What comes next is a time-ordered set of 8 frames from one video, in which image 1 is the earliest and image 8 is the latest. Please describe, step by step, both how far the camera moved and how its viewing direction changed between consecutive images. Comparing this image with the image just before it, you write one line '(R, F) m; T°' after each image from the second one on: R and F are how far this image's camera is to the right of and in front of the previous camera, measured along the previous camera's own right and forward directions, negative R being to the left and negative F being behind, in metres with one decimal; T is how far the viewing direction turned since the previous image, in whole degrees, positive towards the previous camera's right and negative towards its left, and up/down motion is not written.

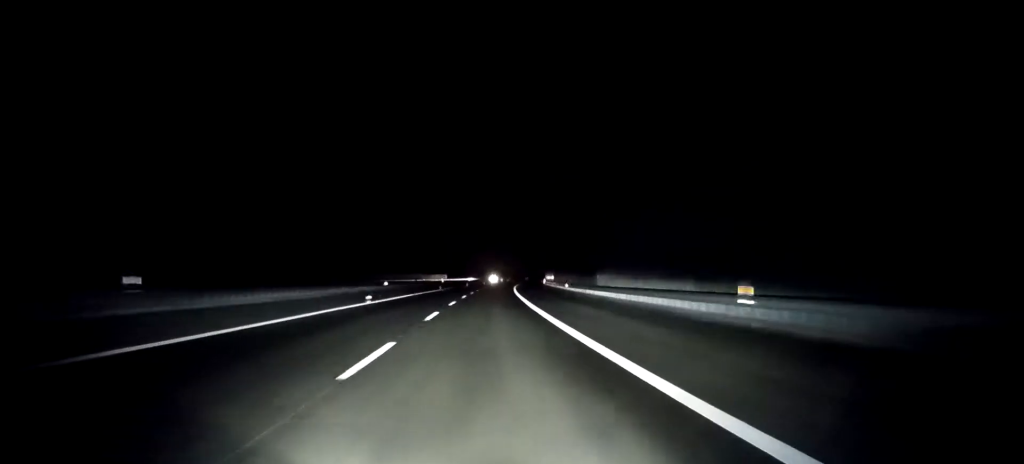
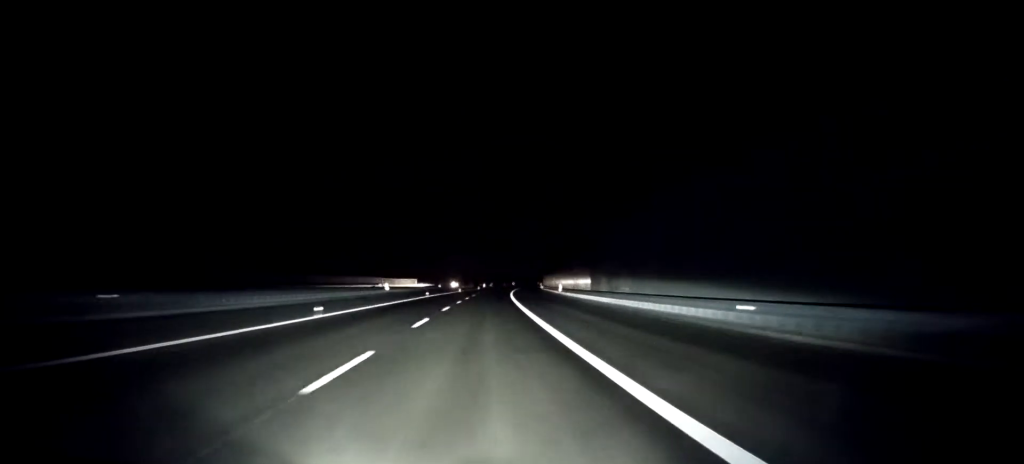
(+0.7, +49.0) m; +2°
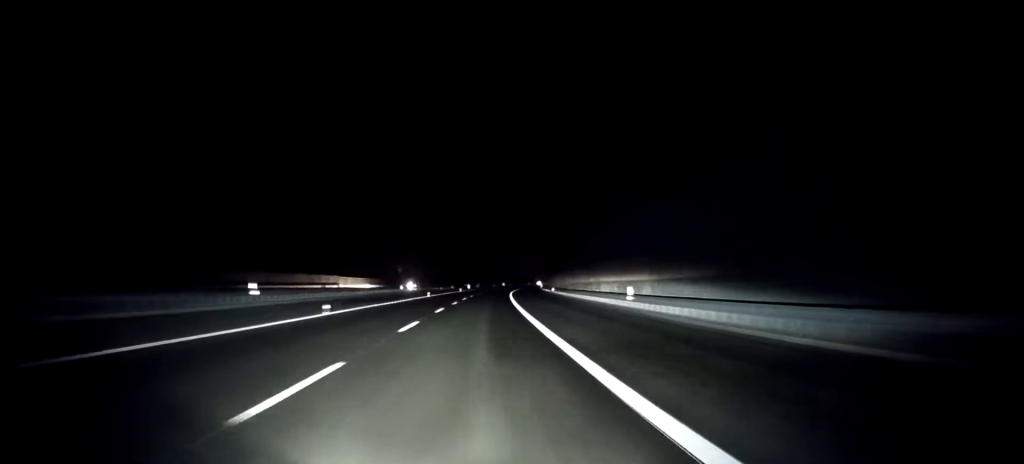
(+0.5, +37.9) m; +1°
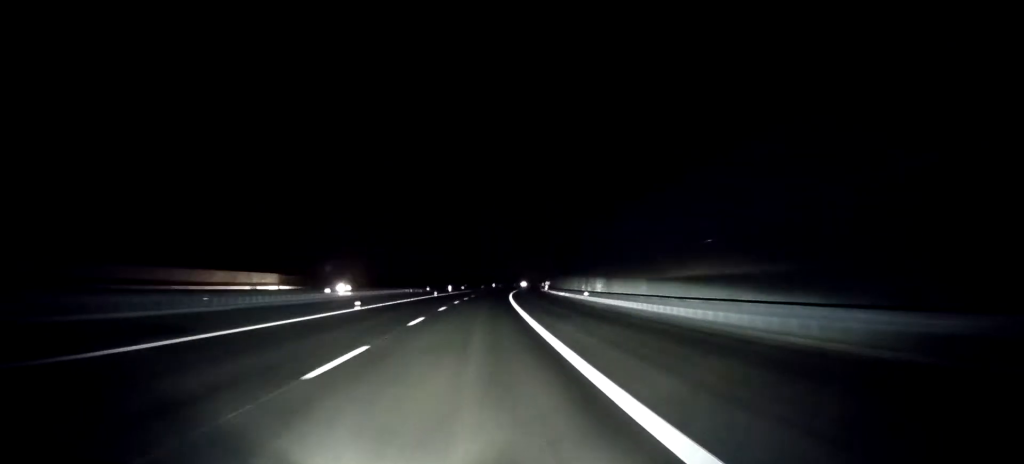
(+0.2, +33.0) m; +1°
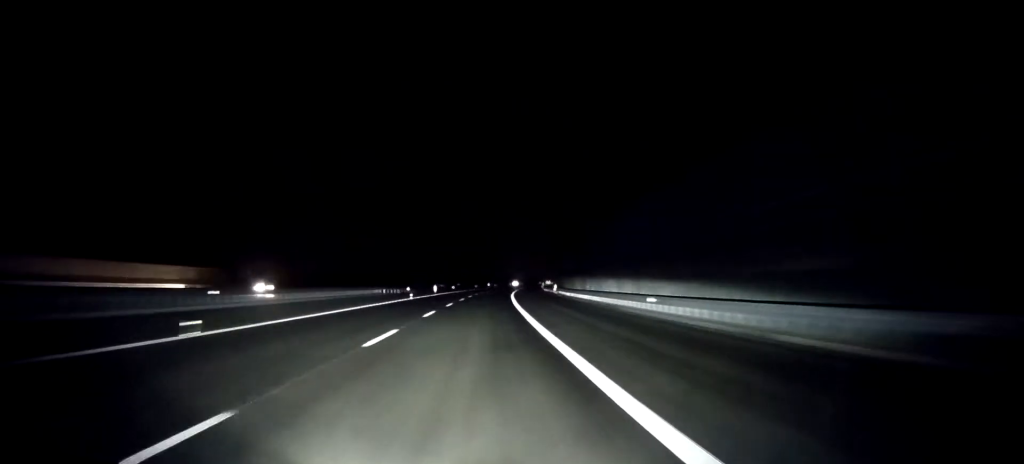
(0.0, +19.5) m; 0°
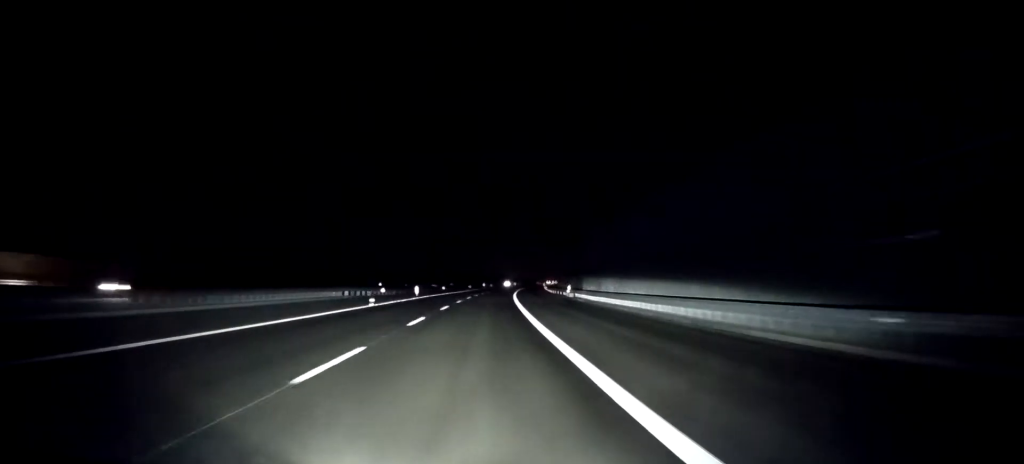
(0.0, +17.0) m; 0°
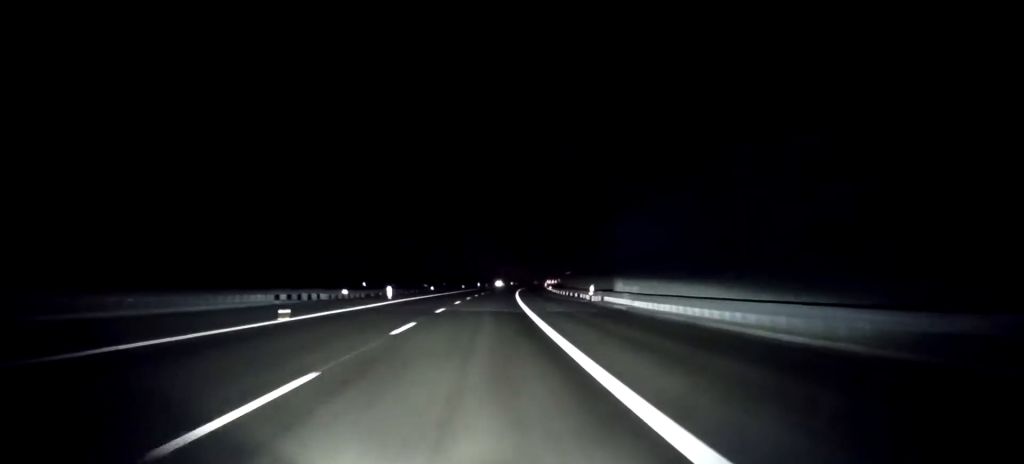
(+0.1, +15.8) m; +1°
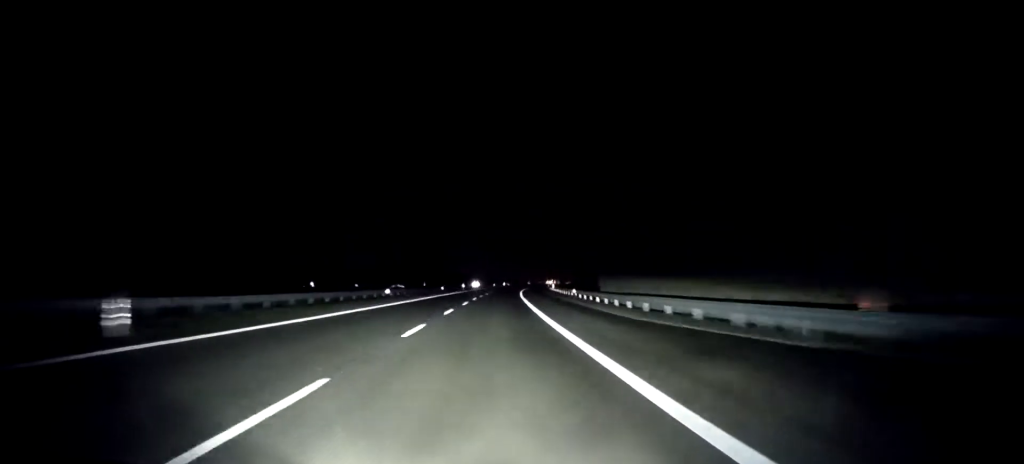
(+0.4, +36.5) m; +1°
